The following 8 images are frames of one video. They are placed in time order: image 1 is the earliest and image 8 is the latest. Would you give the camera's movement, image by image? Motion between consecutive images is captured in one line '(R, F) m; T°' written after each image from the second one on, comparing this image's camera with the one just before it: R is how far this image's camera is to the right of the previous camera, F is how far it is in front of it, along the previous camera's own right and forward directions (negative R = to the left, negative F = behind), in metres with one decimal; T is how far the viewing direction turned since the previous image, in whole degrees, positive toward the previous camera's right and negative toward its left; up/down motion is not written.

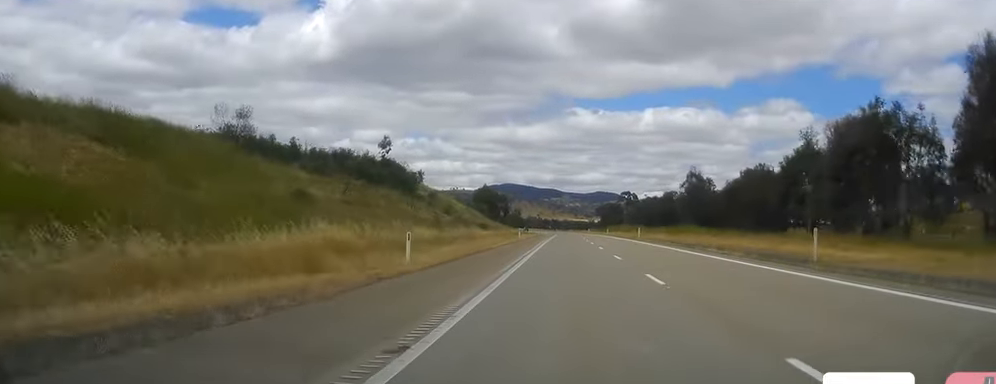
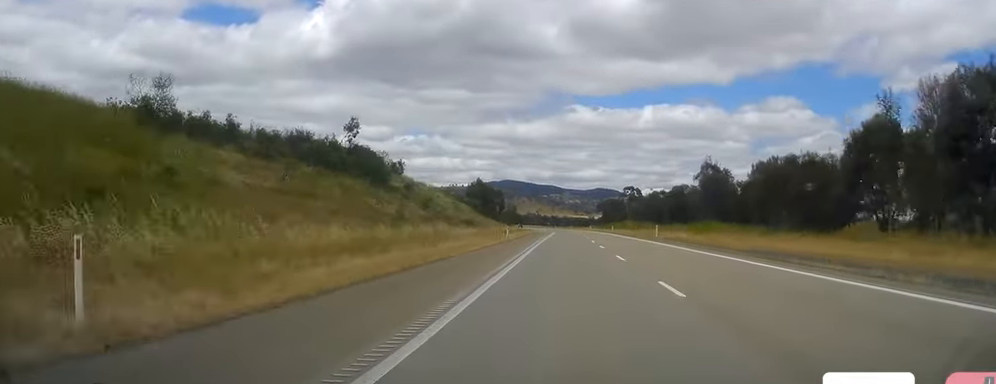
(0.0, +15.3) m; 0°
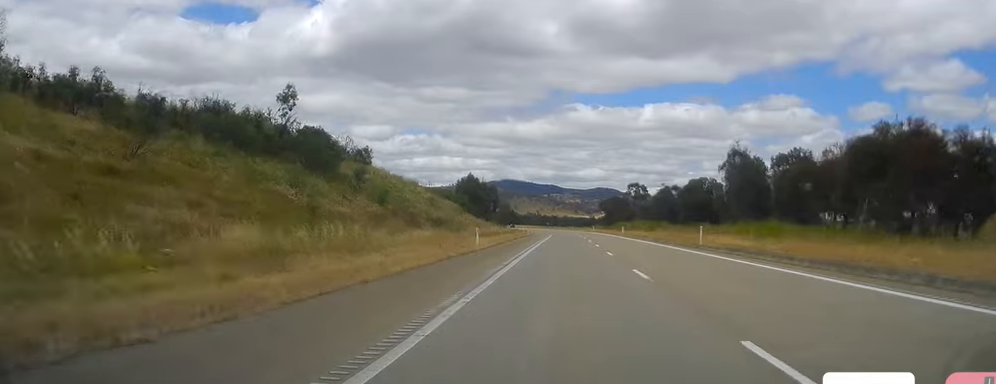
(-0.1, +20.1) m; +1°
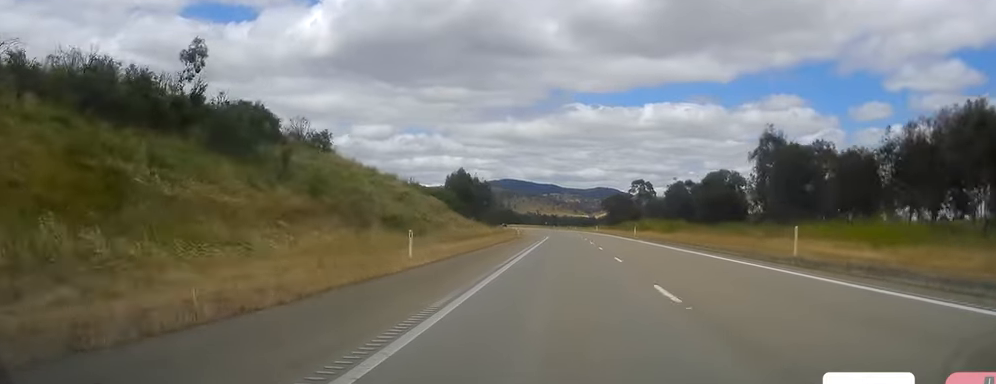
(+0.2, +17.2) m; 0°
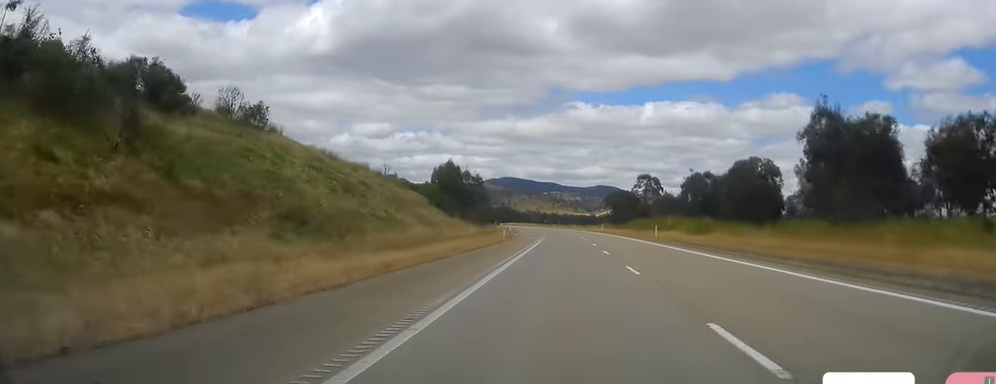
(0.0, +18.1) m; 0°
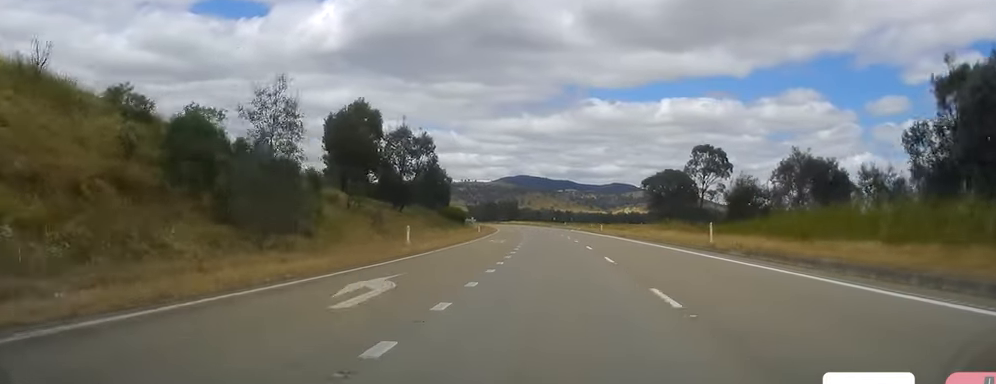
(-0.5, +79.7) m; -1°
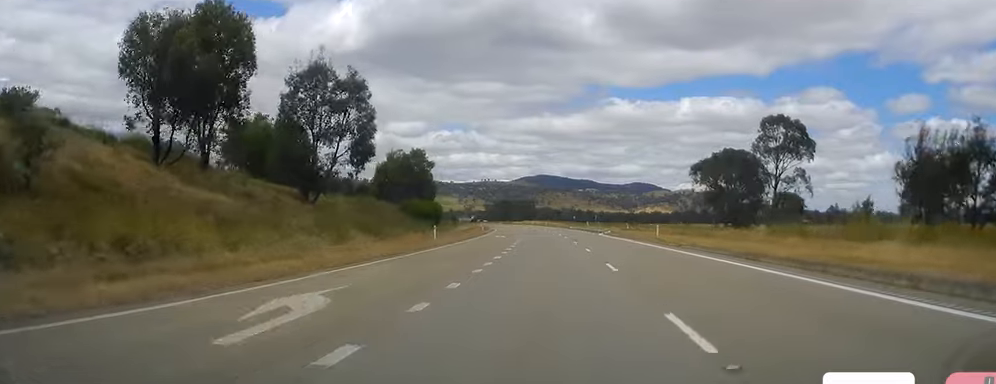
(-0.5, +40.5) m; -1°
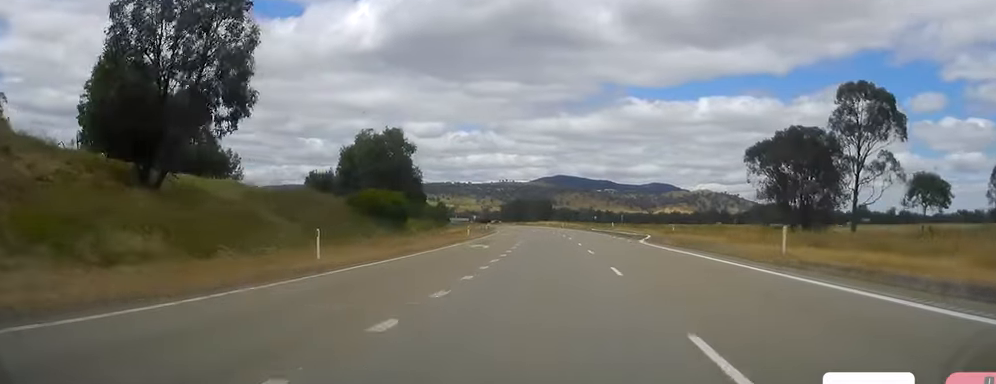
(0.0, +26.0) m; 0°
